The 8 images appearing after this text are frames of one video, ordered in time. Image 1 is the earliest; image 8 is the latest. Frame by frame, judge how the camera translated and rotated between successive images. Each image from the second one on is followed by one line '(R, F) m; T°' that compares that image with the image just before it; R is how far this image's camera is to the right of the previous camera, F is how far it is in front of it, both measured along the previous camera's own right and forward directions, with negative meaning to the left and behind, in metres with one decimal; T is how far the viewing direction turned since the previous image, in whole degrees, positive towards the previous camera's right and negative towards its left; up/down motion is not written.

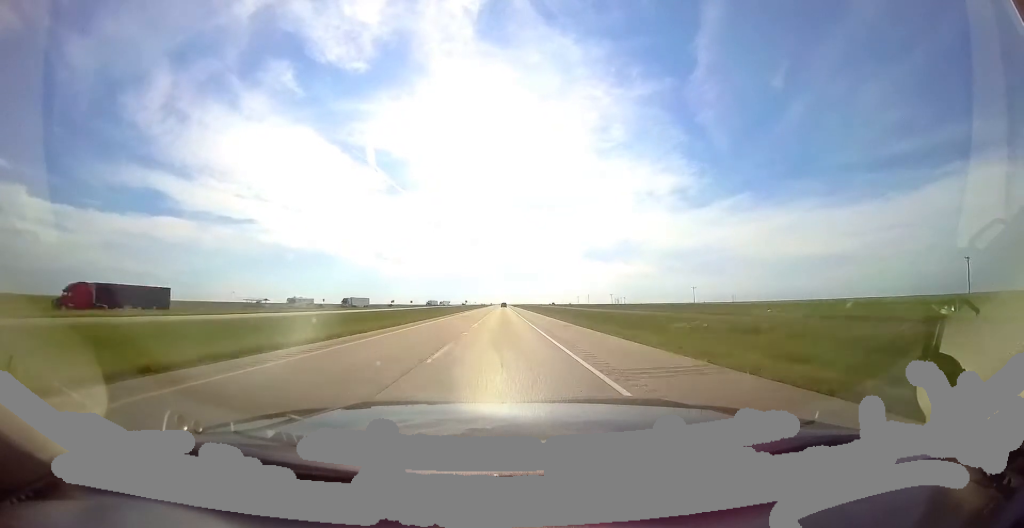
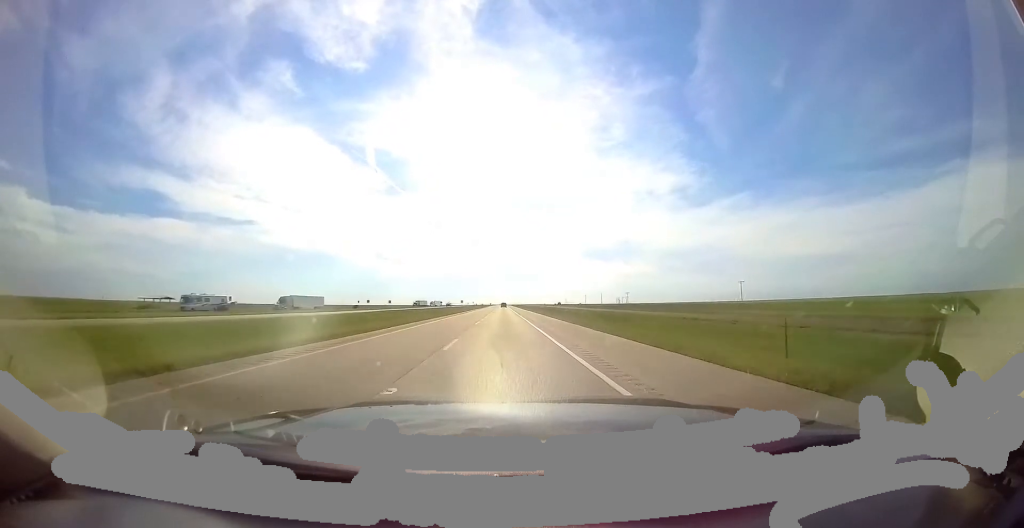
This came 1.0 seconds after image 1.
(+0.4, +35.8) m; 0°
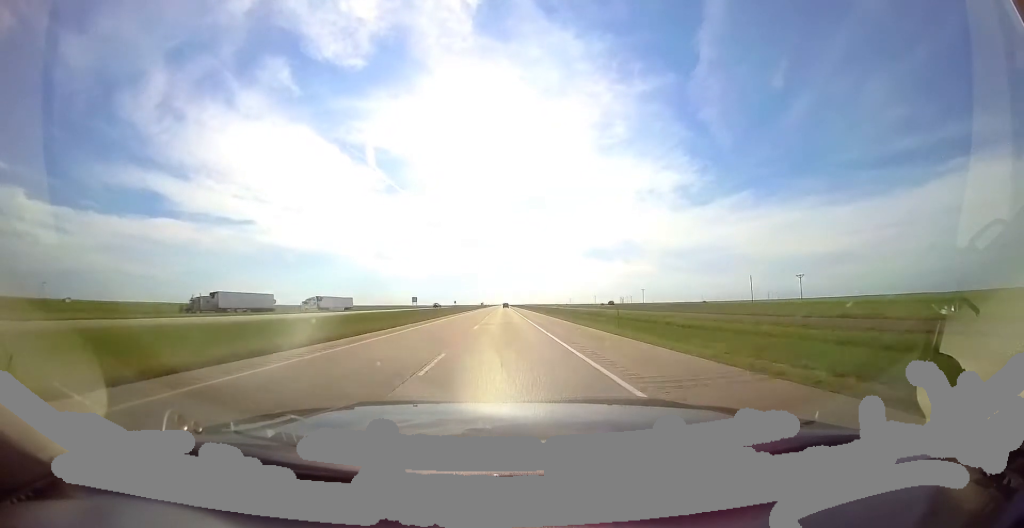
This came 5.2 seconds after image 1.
(-0.6, +148.8) m; 0°
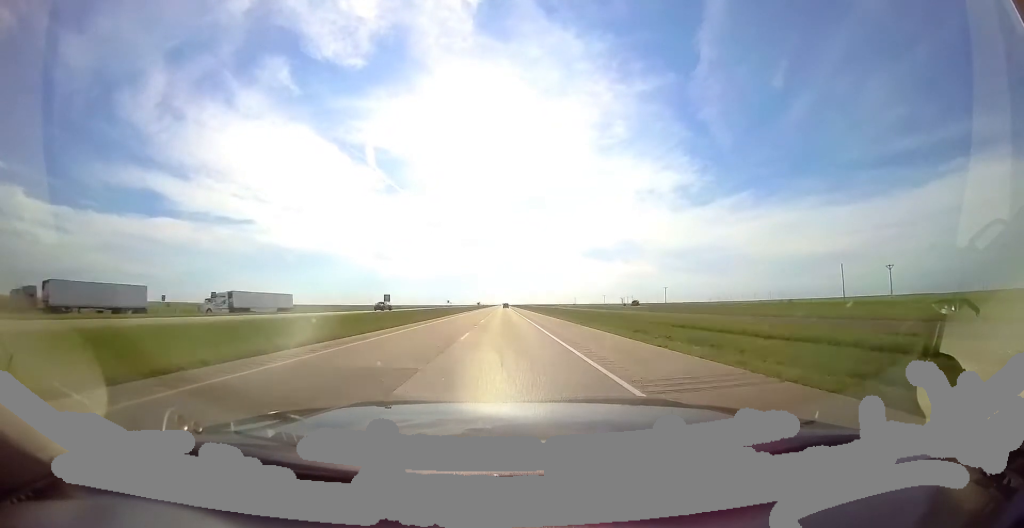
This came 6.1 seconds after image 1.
(+0.4, +30.5) m; 0°
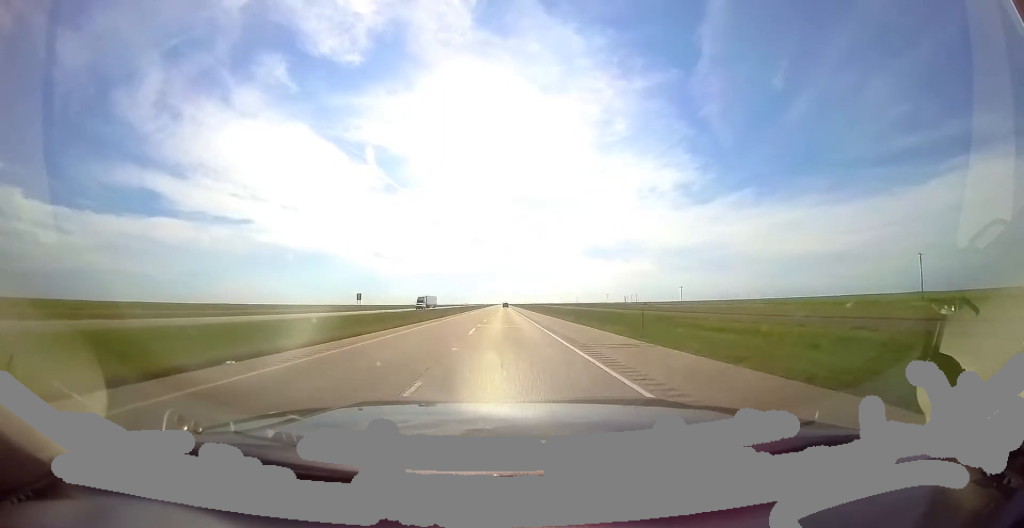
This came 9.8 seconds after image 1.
(-1.8, +131.1) m; -1°
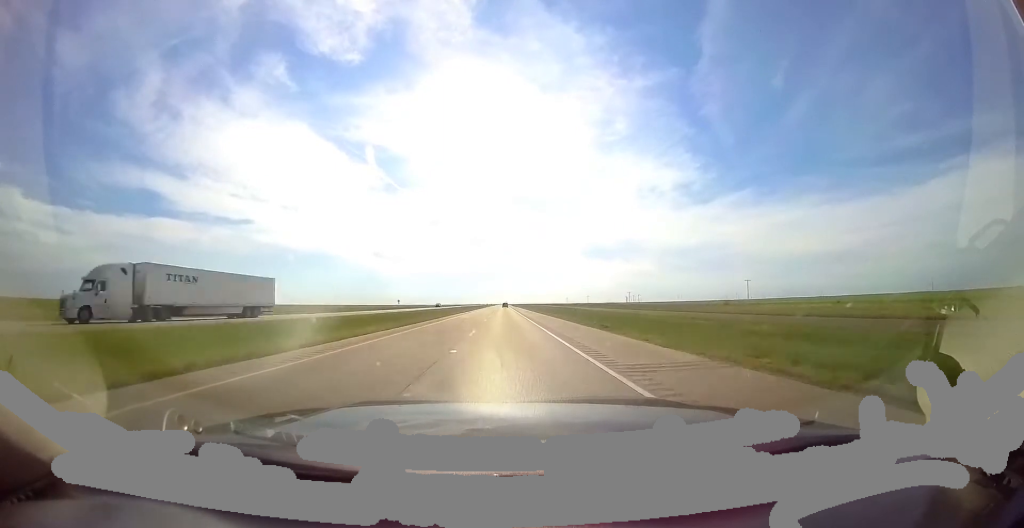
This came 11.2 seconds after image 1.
(+0.4, +49.3) m; 0°
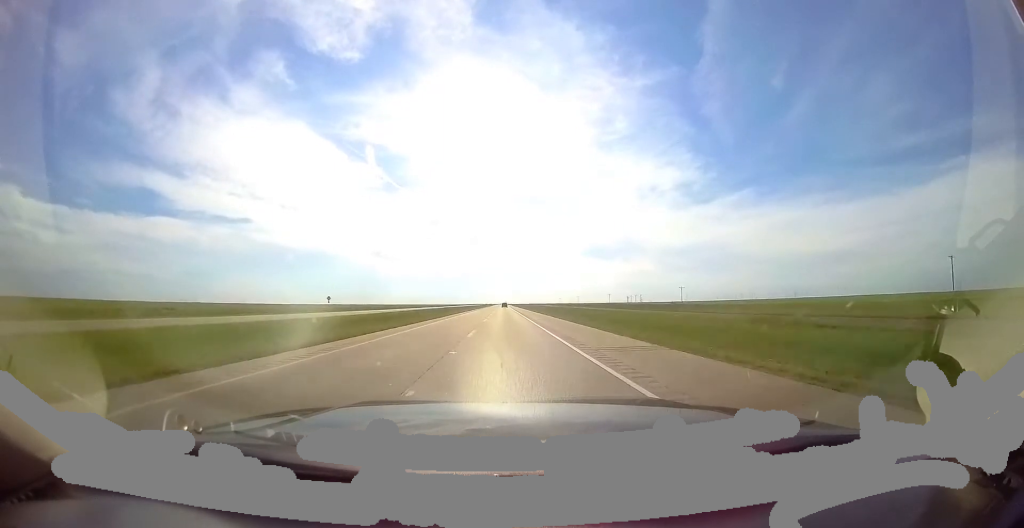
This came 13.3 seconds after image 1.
(+0.3, +72.9) m; 0°
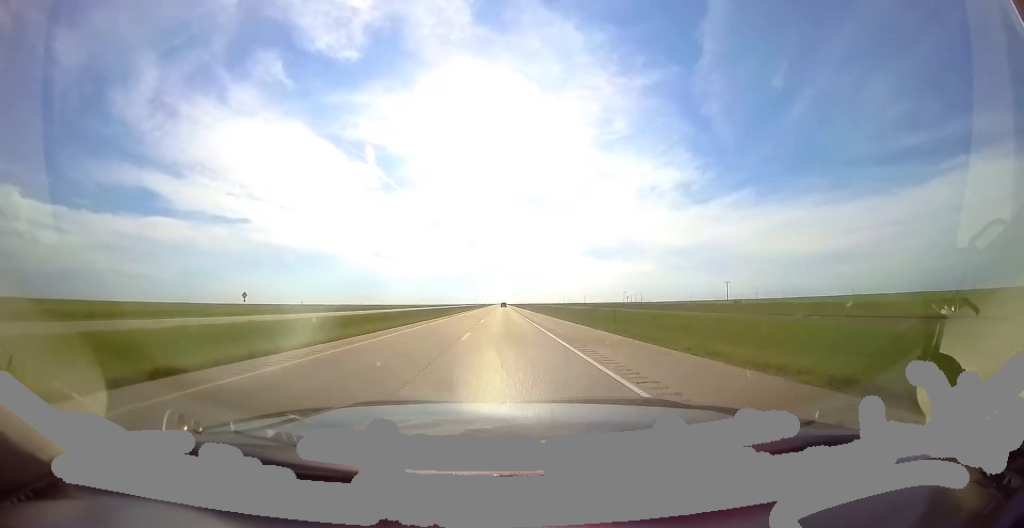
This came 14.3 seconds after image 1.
(-0.3, +37.6) m; 0°
